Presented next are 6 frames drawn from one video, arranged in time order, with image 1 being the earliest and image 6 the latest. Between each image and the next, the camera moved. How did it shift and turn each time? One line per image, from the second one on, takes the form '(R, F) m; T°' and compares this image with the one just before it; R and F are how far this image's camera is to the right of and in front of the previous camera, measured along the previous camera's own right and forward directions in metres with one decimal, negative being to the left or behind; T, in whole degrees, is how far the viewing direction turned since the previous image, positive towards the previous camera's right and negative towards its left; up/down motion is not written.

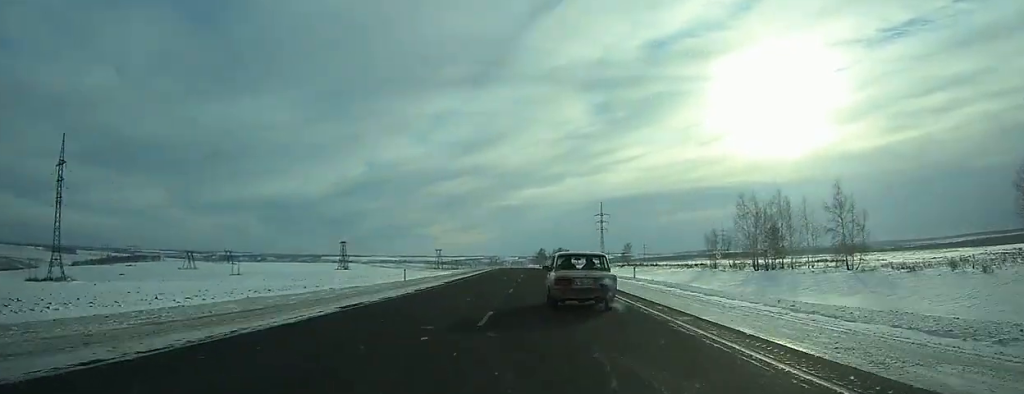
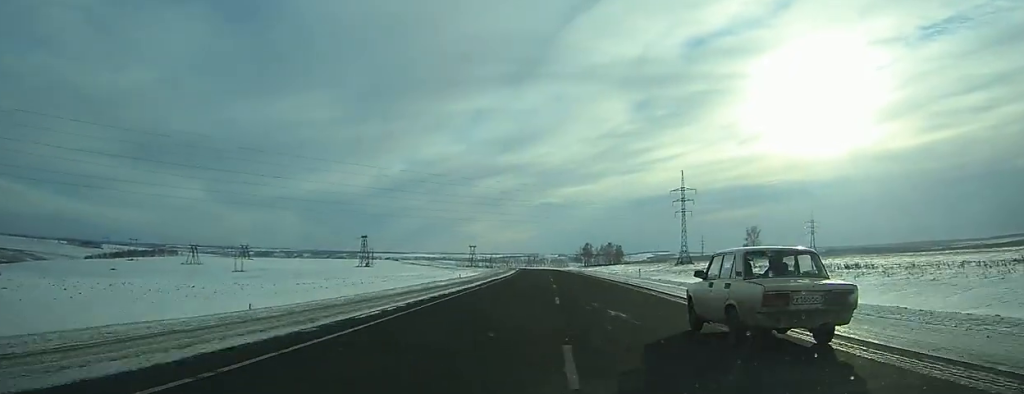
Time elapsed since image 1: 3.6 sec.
(-1.6, +88.5) m; -2°
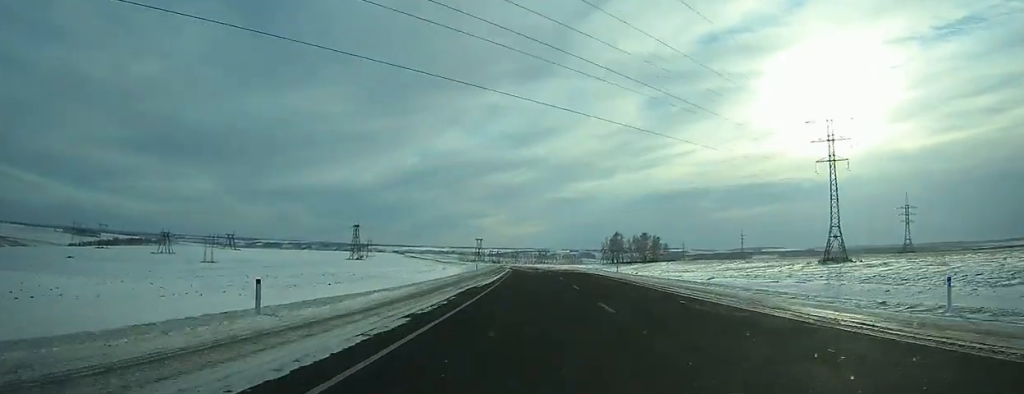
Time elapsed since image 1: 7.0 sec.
(-1.7, +86.1) m; -2°
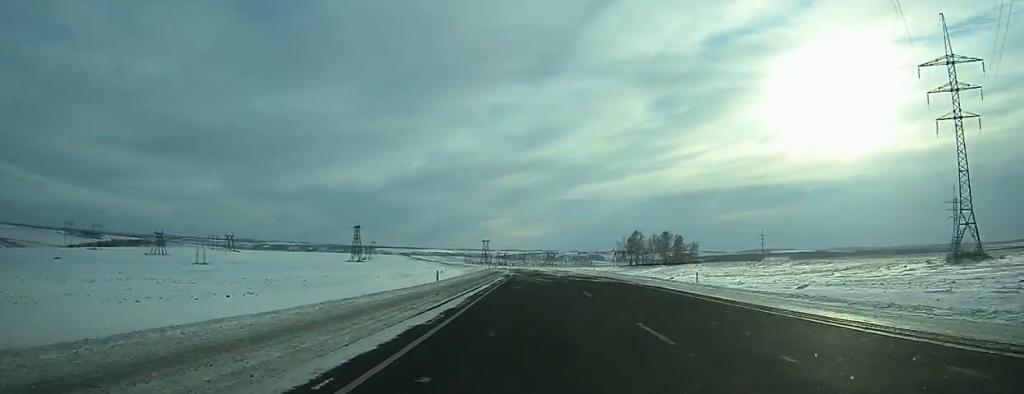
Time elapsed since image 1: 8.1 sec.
(-0.2, +29.4) m; -1°
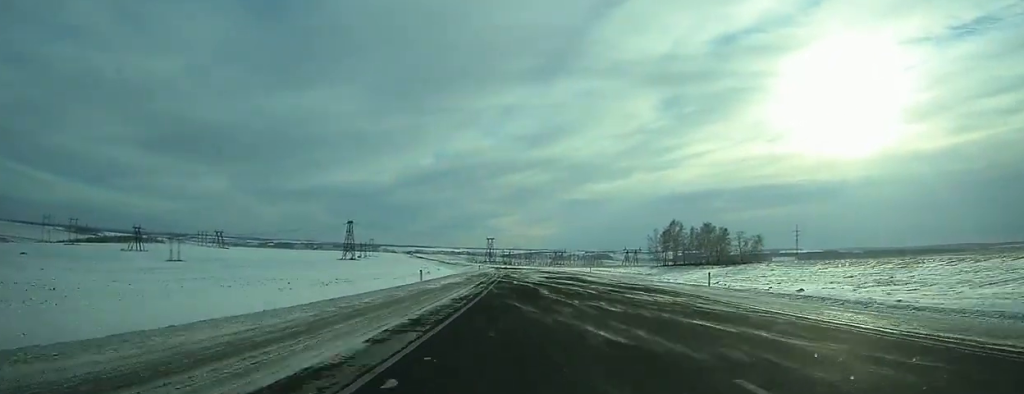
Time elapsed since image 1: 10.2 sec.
(-0.5, +55.5) m; -1°
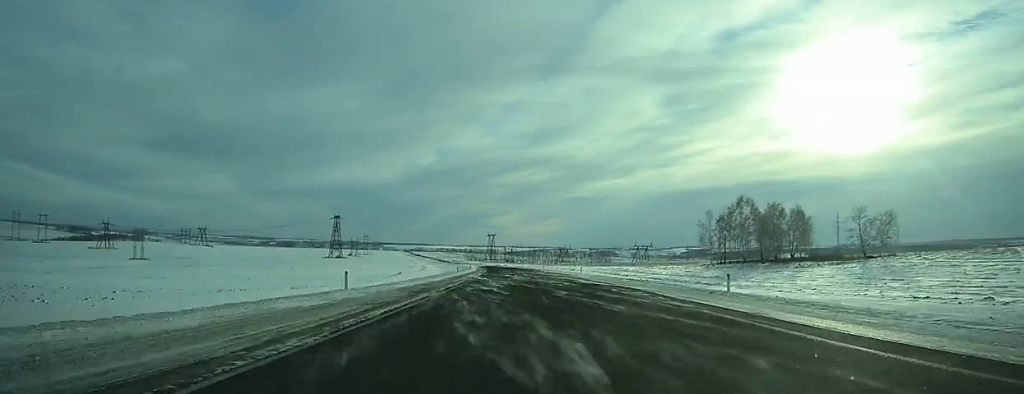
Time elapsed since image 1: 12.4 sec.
(-0.2, +61.5) m; -1°
